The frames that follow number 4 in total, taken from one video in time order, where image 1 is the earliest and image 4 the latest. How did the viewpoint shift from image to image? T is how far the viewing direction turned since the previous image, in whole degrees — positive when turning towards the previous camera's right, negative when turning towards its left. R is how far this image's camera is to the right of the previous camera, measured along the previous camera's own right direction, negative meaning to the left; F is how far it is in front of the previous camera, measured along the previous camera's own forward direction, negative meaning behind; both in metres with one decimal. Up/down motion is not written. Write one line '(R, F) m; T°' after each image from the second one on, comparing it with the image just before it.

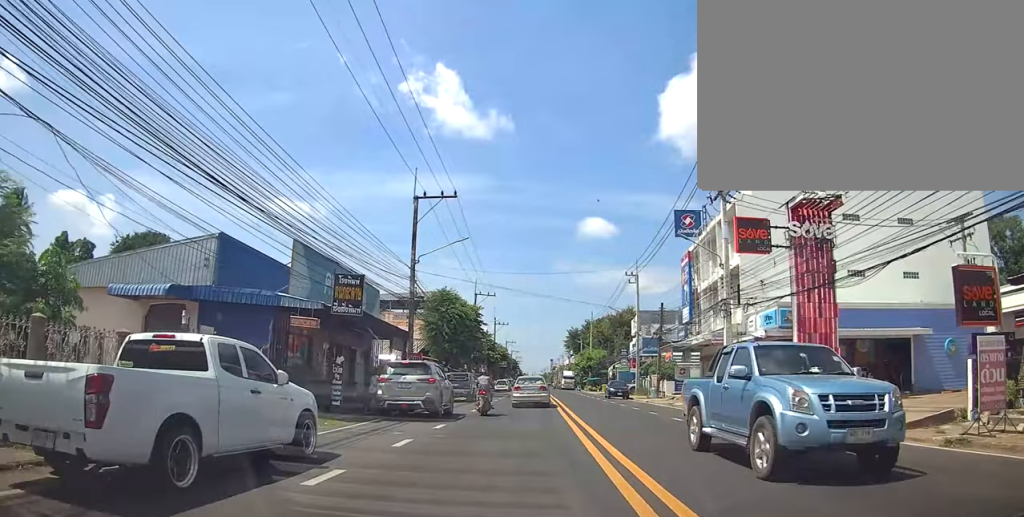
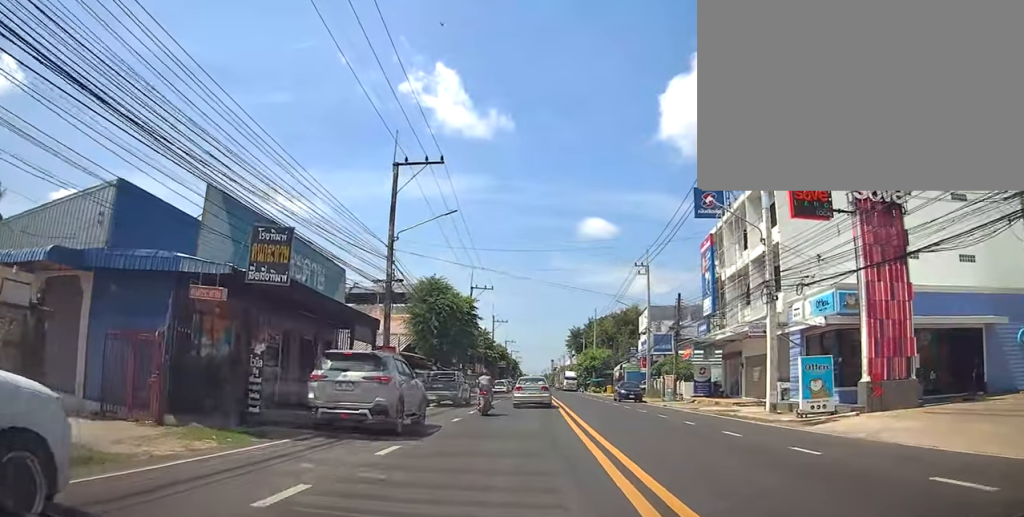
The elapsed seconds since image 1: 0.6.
(0.0, +5.2) m; -1°
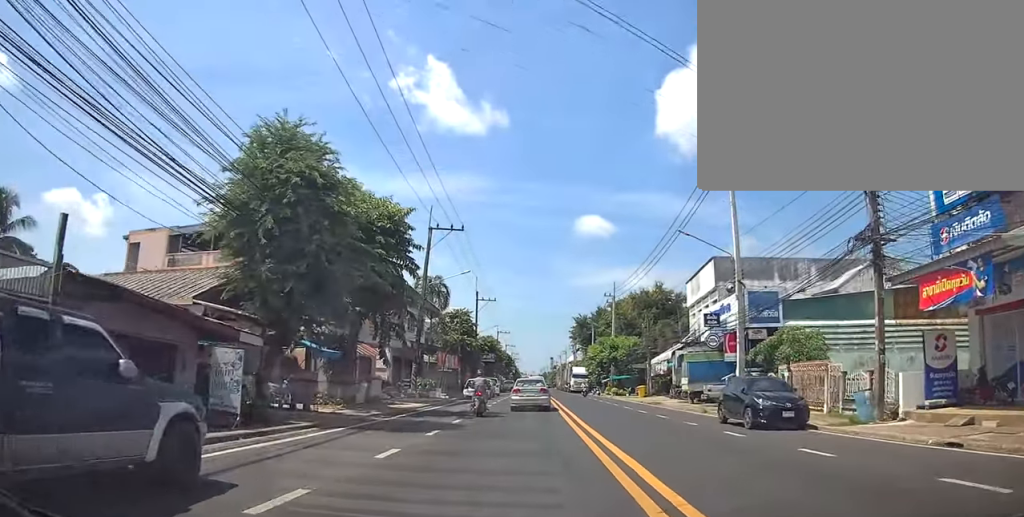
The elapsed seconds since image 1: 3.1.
(-1.4, +24.8) m; -1°
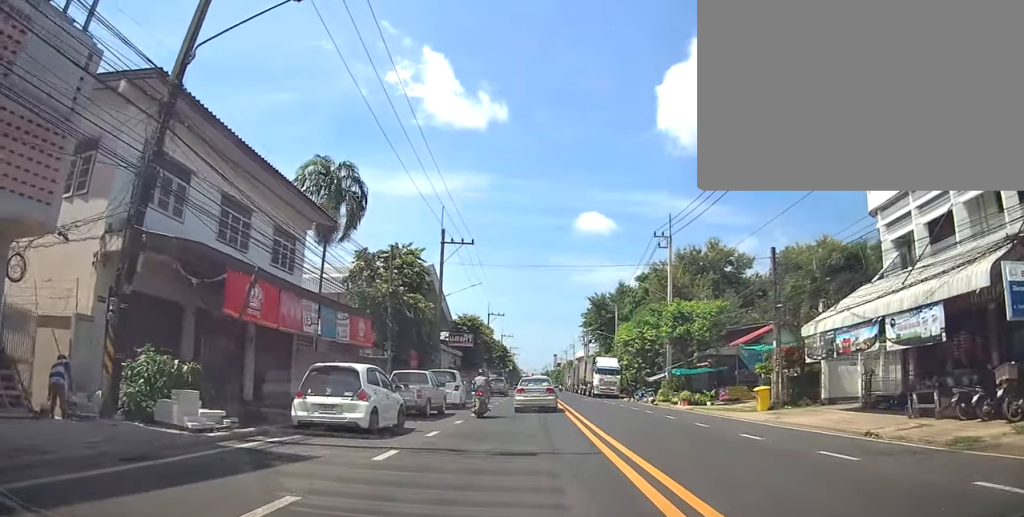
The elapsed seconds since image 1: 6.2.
(-0.9, +29.0) m; 0°
